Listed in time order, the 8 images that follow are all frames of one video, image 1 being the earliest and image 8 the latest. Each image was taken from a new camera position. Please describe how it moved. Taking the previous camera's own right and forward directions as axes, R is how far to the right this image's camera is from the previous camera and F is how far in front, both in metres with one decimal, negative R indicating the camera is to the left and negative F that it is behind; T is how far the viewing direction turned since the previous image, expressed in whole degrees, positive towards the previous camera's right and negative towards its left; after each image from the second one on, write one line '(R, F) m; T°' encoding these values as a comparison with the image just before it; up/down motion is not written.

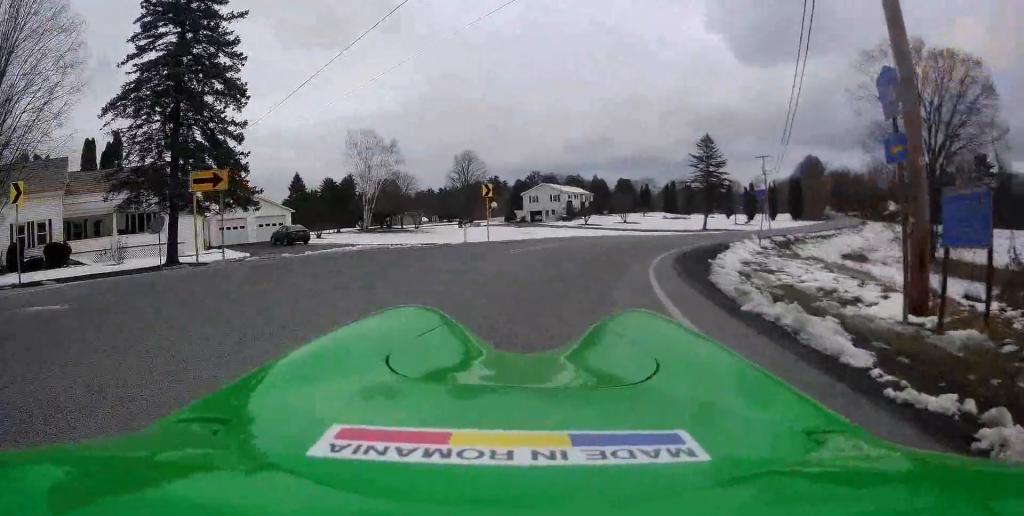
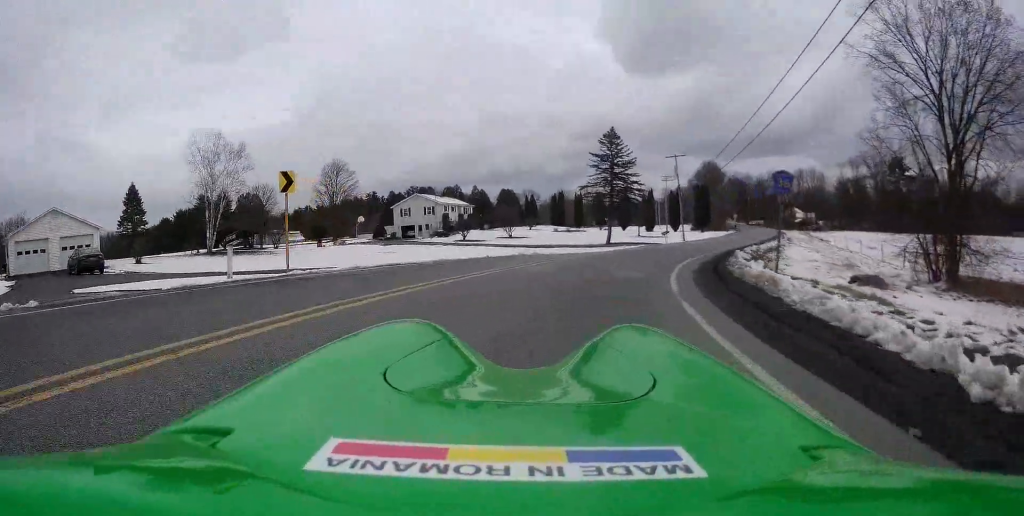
(+0.6, +11.9) m; +9°
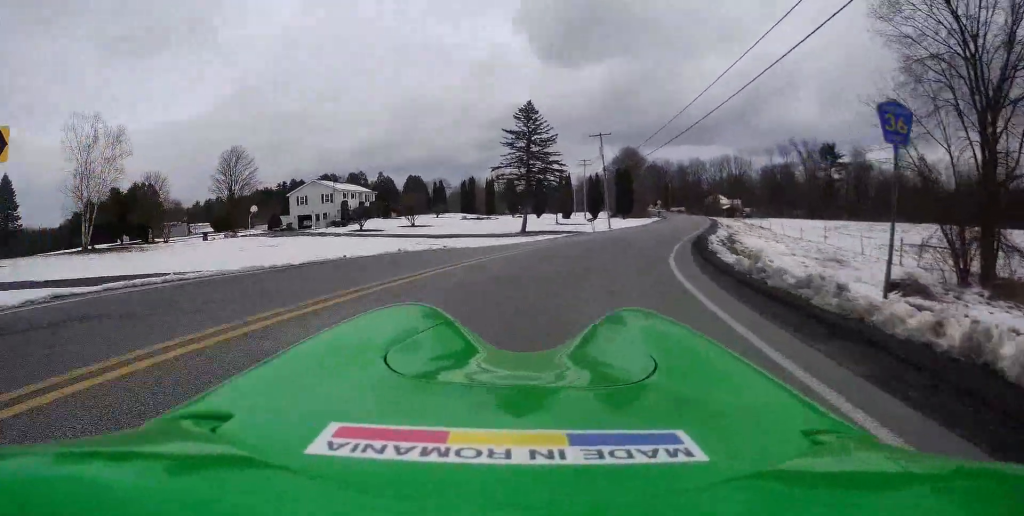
(+0.6, +7.6) m; +3°
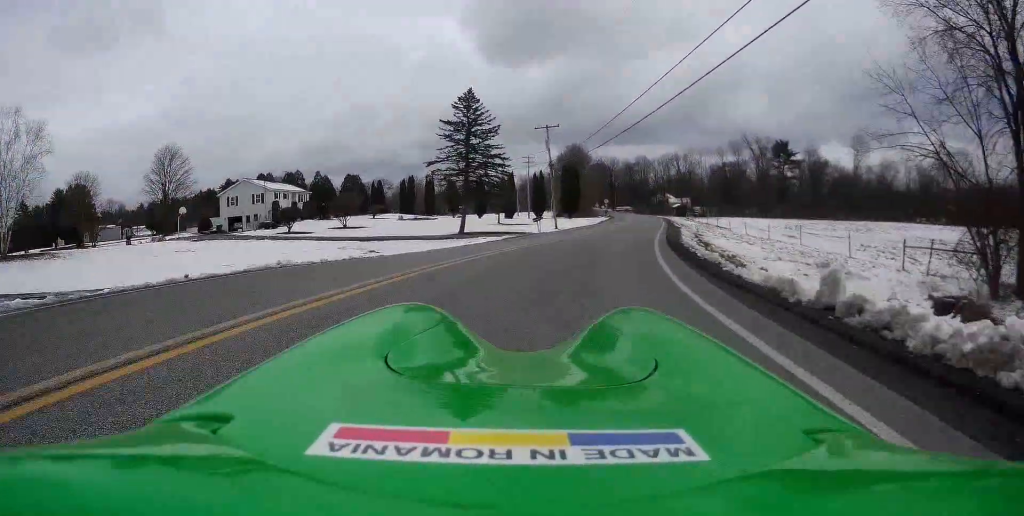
(0.0, +4.9) m; -1°
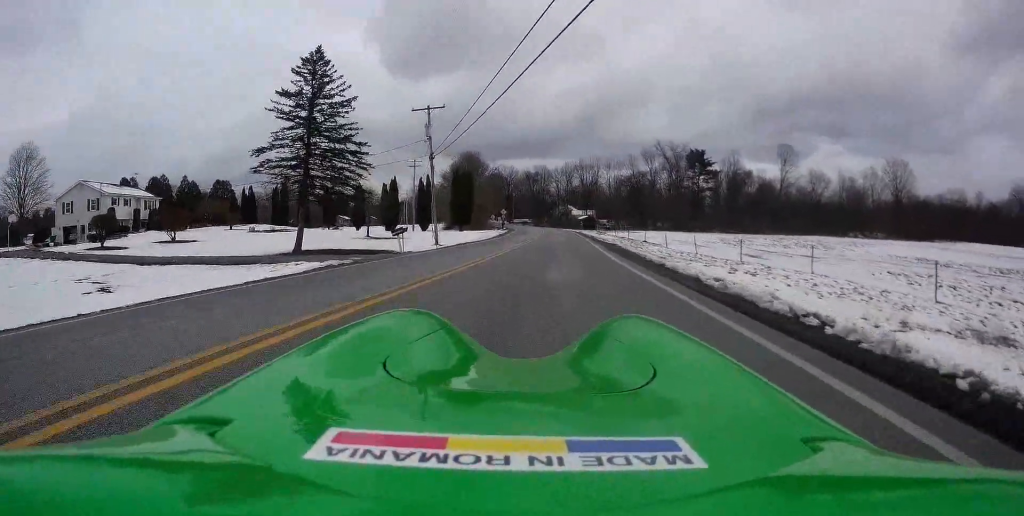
(+2.0, +19.5) m; +18°
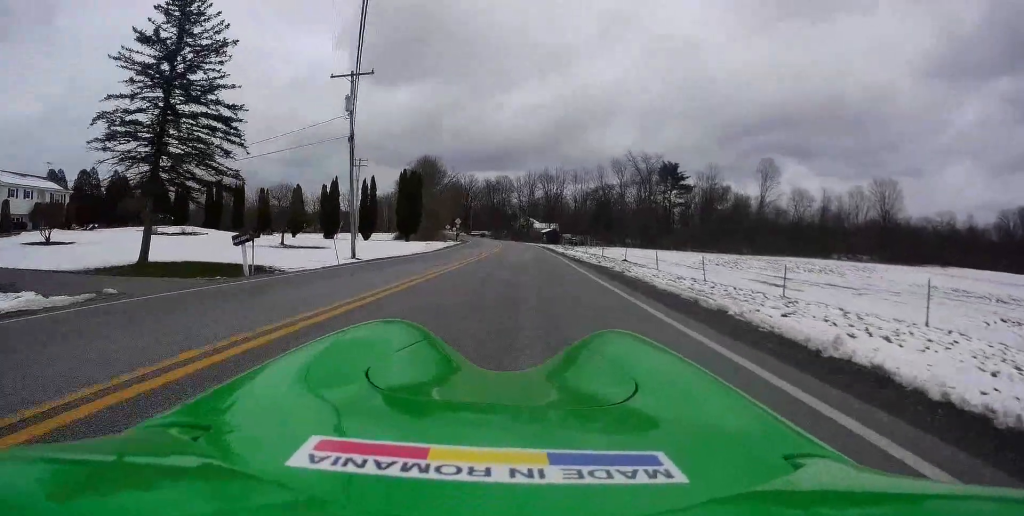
(+3.8, +23.4) m; +12°
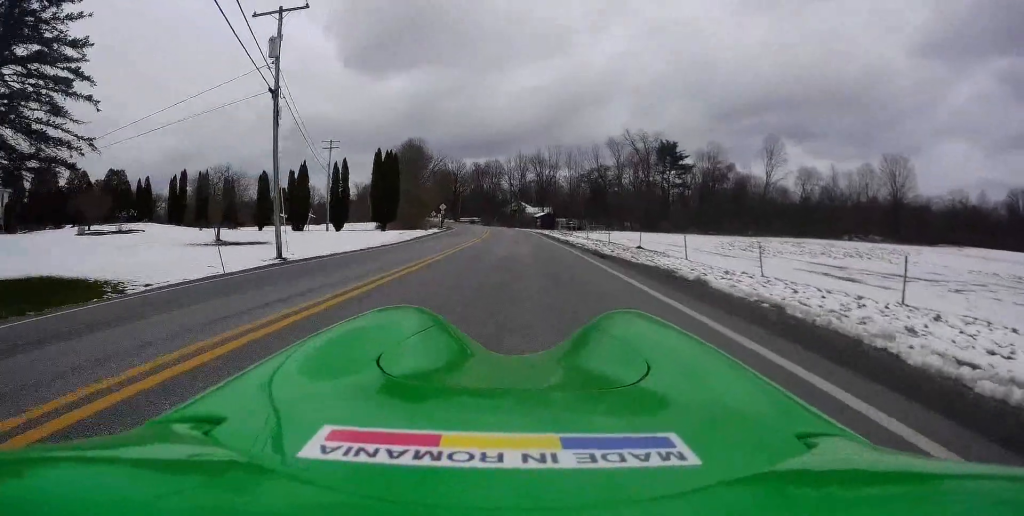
(+0.5, +26.5) m; 0°
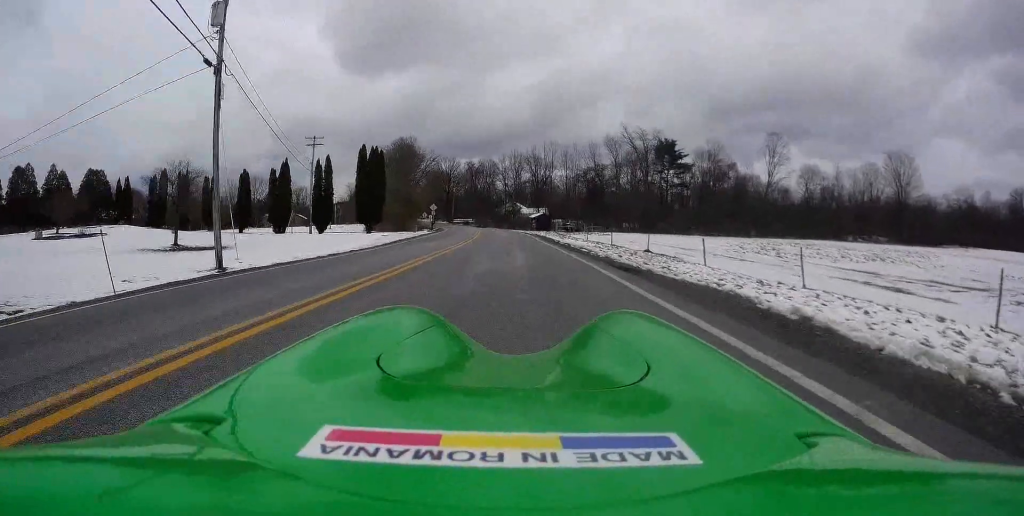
(0.0, +9.8) m; -2°
